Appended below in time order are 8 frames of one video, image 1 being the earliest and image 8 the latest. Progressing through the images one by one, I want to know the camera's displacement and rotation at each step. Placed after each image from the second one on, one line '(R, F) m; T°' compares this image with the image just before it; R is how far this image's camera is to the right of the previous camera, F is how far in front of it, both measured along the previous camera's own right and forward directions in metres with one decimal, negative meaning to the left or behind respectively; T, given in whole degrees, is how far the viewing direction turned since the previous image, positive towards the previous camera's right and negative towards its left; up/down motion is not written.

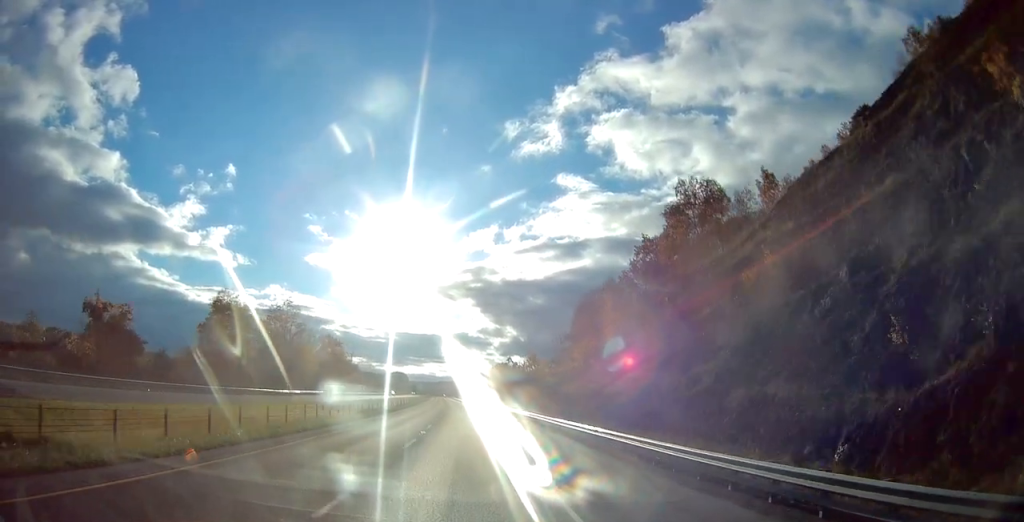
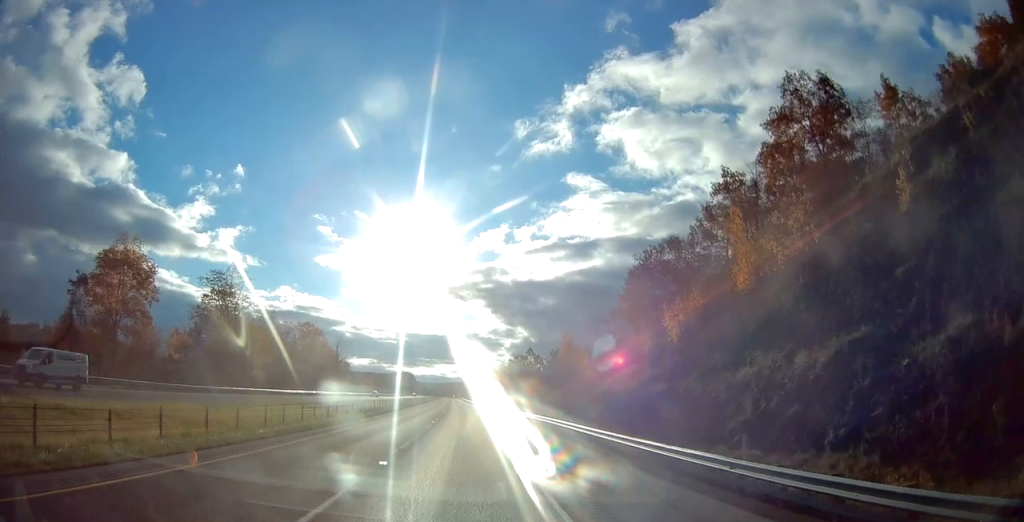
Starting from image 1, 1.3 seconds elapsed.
(-0.4, +36.8) m; -1°
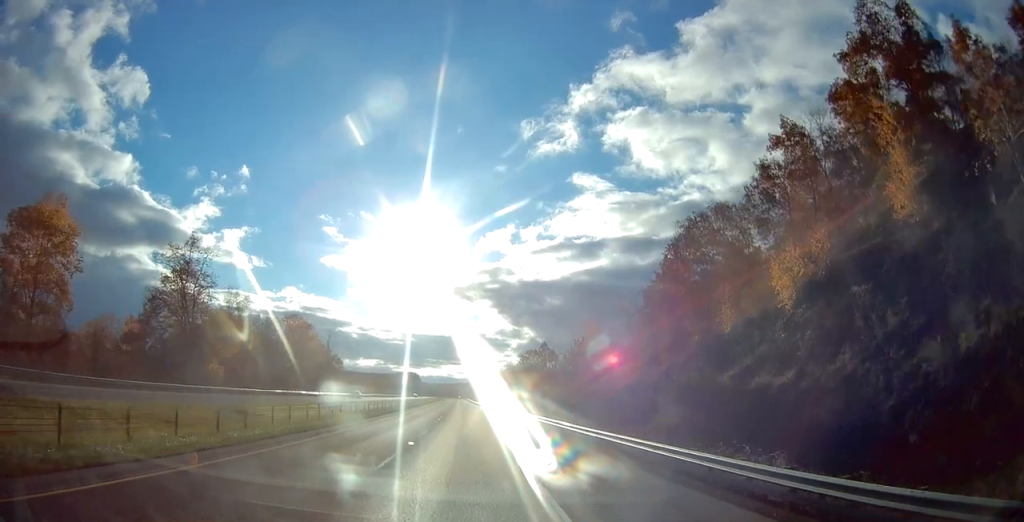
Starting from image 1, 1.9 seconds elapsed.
(-0.1, +17.4) m; 0°
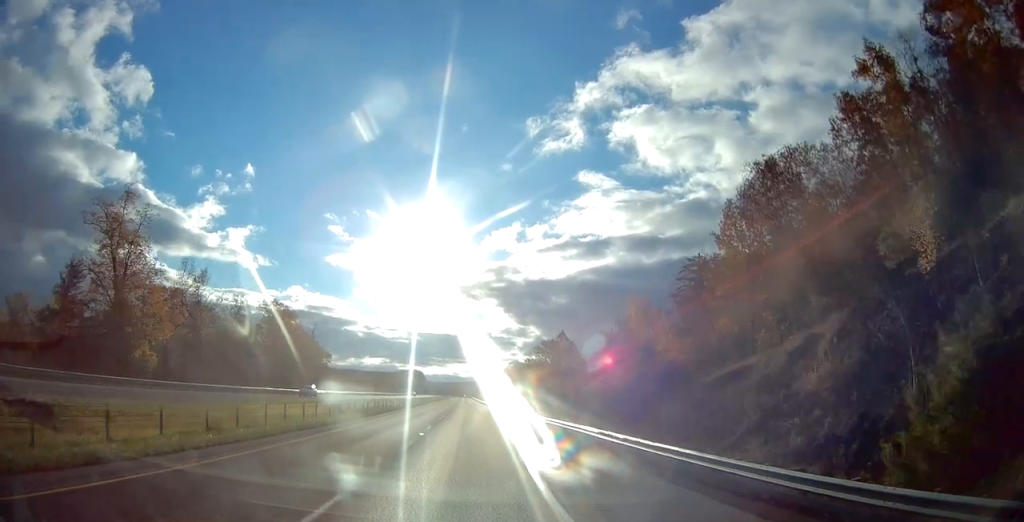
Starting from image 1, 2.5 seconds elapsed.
(0.0, +19.4) m; 0°
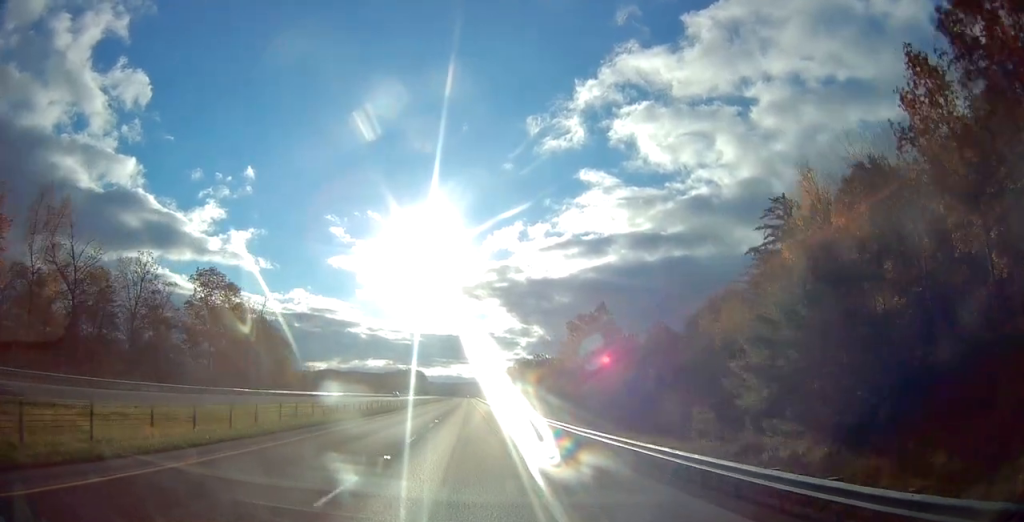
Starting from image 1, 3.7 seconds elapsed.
(-0.3, +34.0) m; -1°
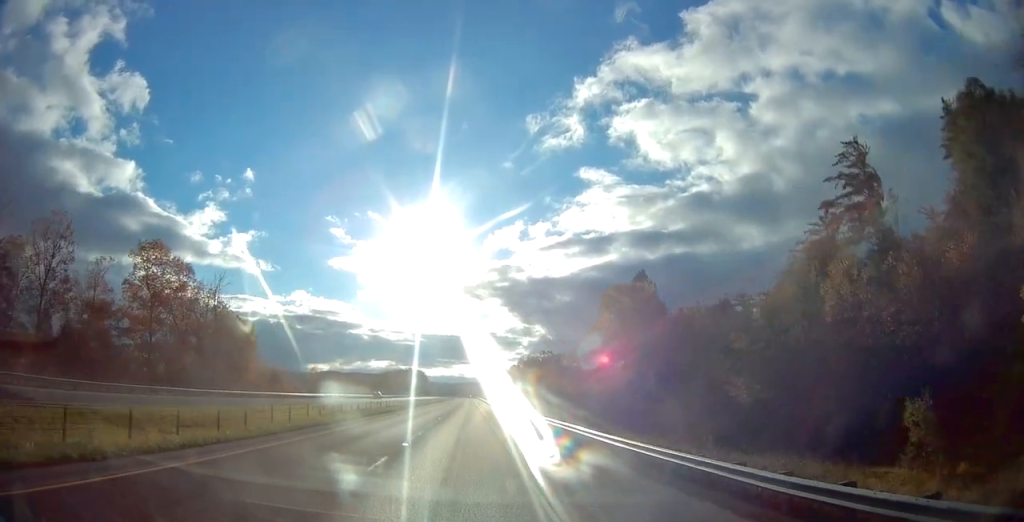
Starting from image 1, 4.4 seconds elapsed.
(-0.1, +19.5) m; 0°
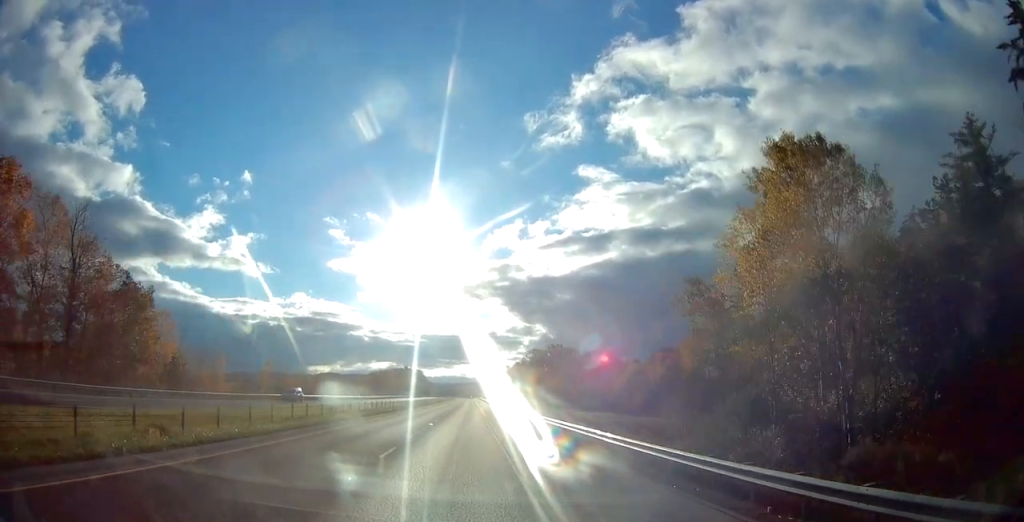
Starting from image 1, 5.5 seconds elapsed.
(+0.1, +33.1) m; 0°
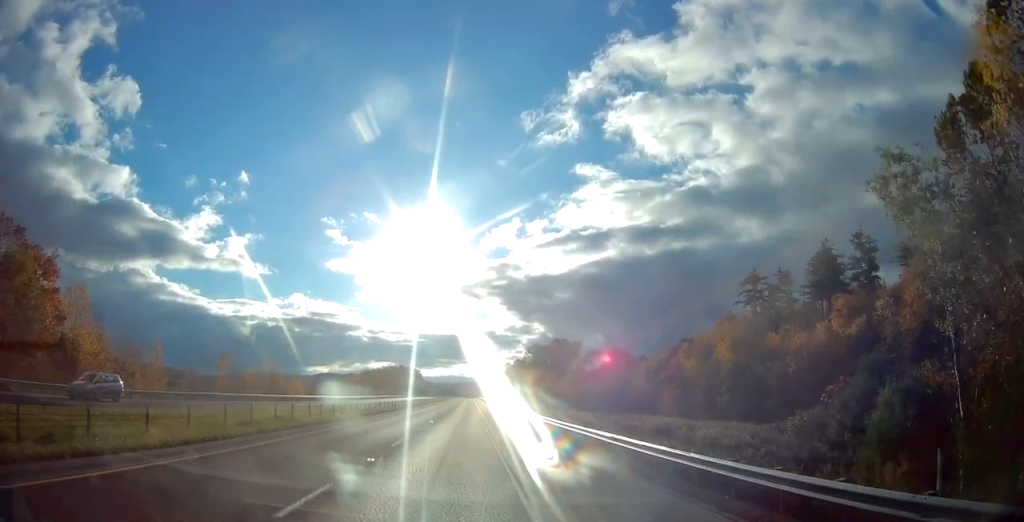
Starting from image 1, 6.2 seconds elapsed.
(-0.1, +20.5) m; -1°
